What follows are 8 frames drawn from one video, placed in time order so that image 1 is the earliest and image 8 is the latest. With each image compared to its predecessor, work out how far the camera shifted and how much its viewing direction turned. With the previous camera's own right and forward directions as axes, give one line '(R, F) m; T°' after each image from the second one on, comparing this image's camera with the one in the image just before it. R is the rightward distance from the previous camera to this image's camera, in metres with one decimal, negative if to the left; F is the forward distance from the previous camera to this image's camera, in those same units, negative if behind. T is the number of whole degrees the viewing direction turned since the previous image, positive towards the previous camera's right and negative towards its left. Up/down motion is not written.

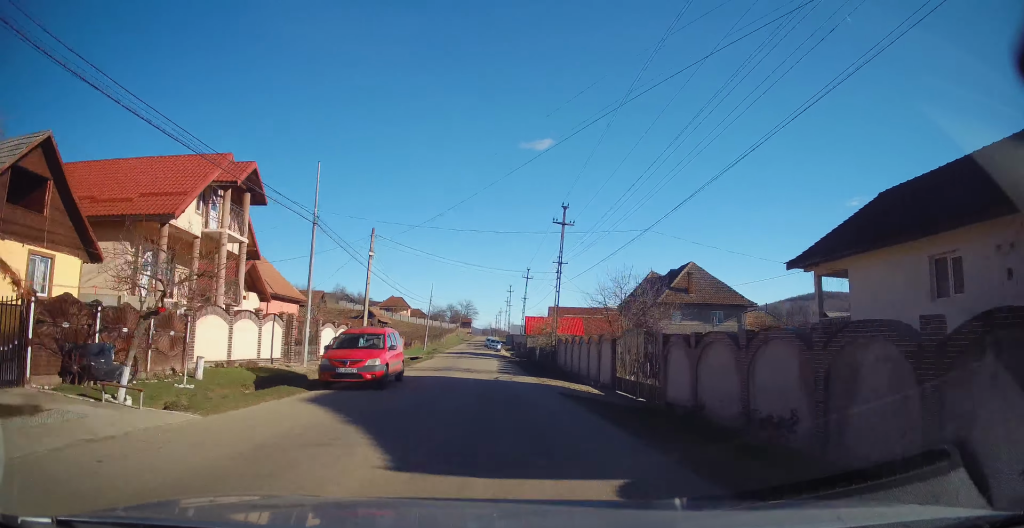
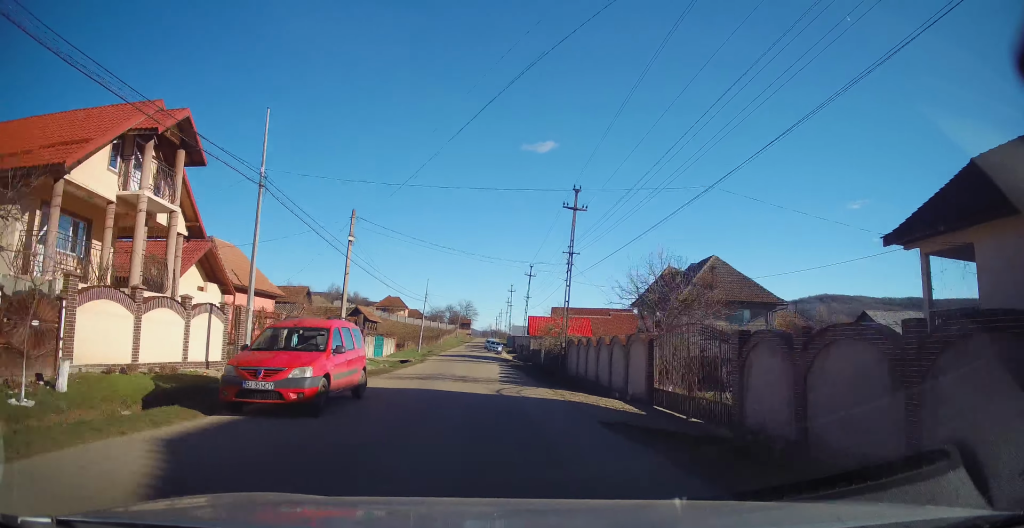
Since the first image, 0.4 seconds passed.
(-0.1, +5.1) m; +1°
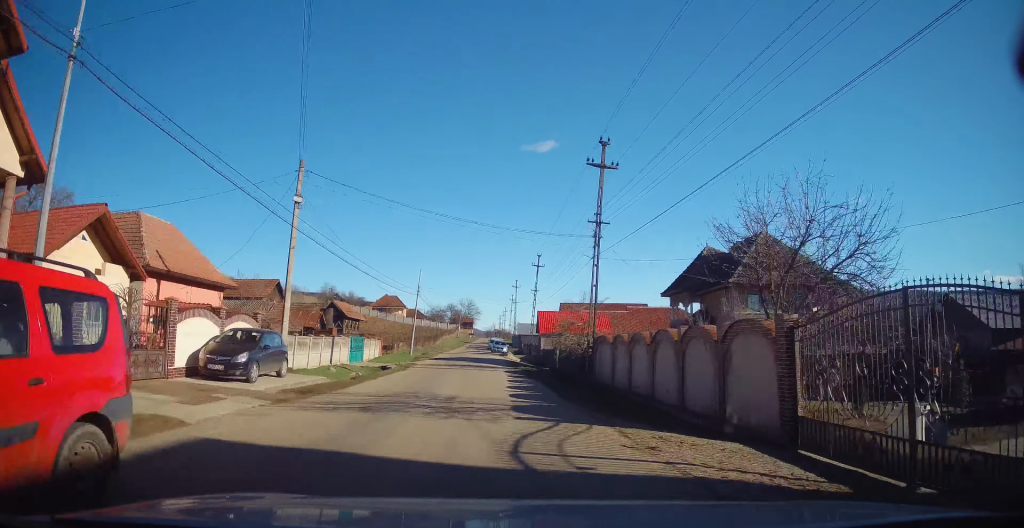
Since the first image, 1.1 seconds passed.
(+0.2, +8.3) m; +1°
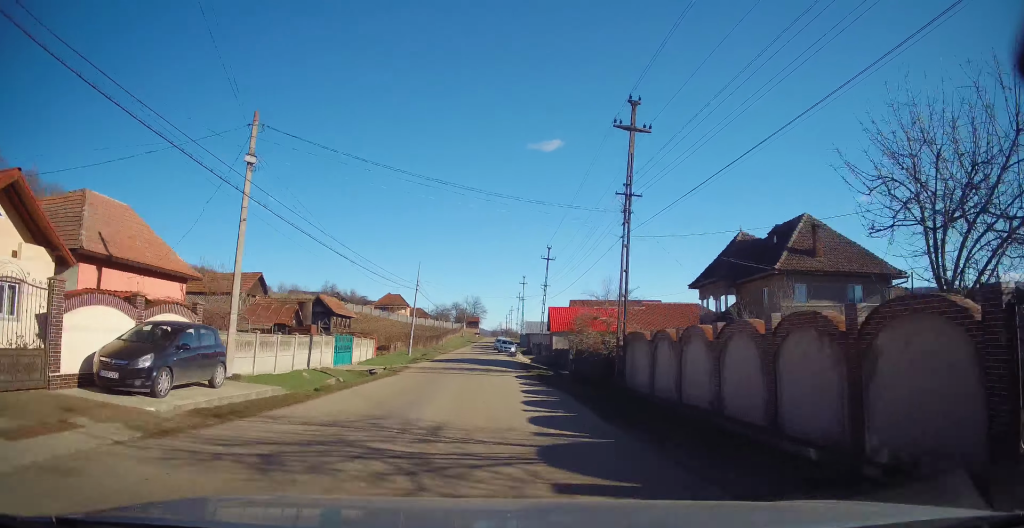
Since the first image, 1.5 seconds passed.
(+0.2, +4.7) m; 0°
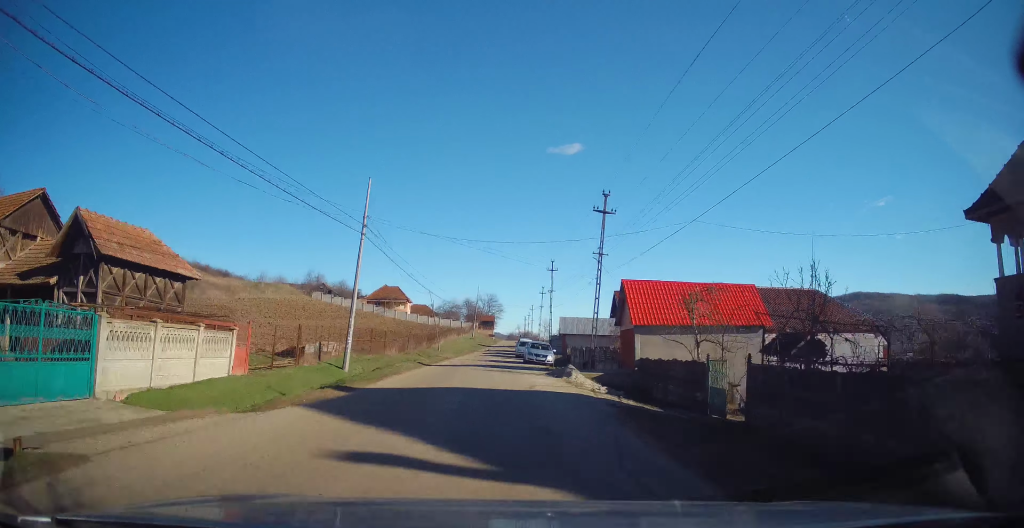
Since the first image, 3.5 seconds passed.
(-1.8, +23.4) m; -7°
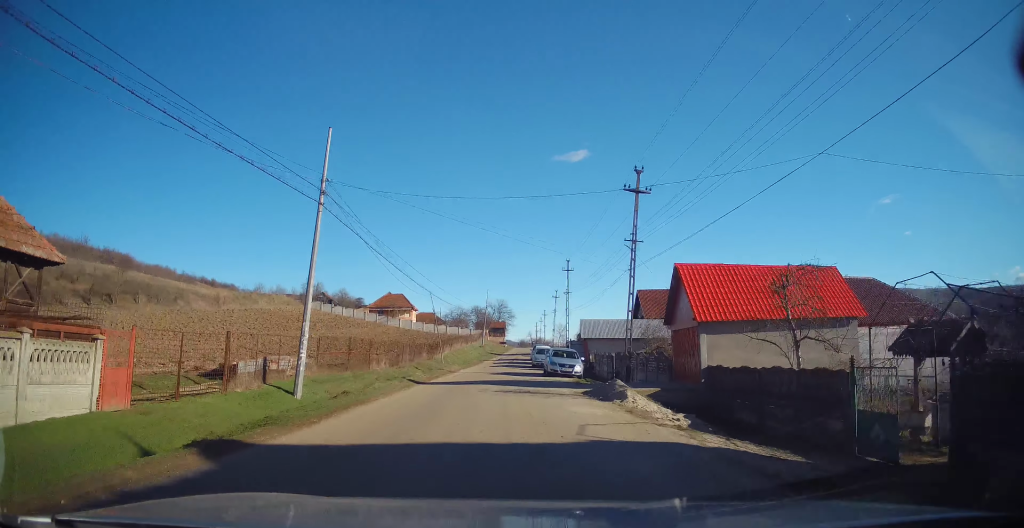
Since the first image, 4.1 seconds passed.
(-0.1, +6.9) m; 0°
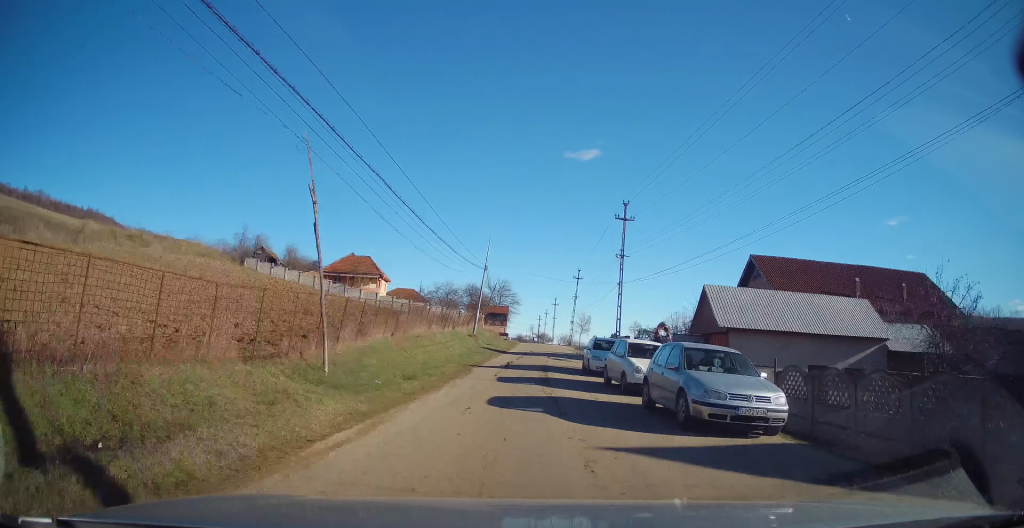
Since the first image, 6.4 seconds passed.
(+0.7, +28.8) m; +2°
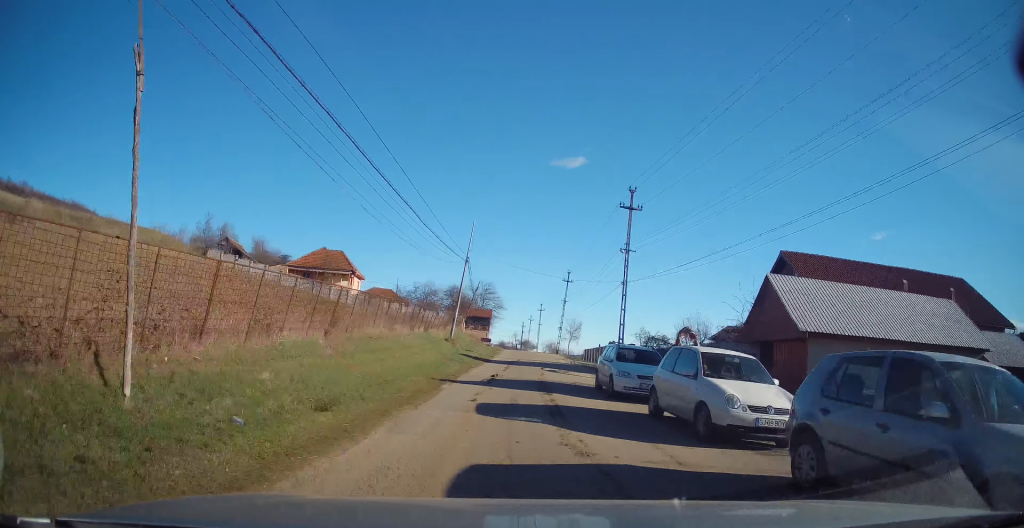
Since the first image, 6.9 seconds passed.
(-0.1, +6.2) m; +1°
